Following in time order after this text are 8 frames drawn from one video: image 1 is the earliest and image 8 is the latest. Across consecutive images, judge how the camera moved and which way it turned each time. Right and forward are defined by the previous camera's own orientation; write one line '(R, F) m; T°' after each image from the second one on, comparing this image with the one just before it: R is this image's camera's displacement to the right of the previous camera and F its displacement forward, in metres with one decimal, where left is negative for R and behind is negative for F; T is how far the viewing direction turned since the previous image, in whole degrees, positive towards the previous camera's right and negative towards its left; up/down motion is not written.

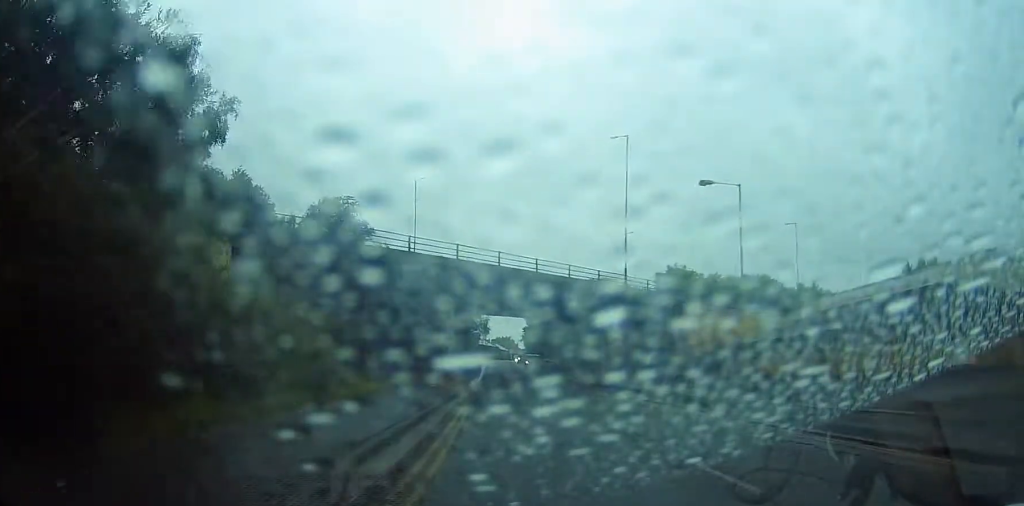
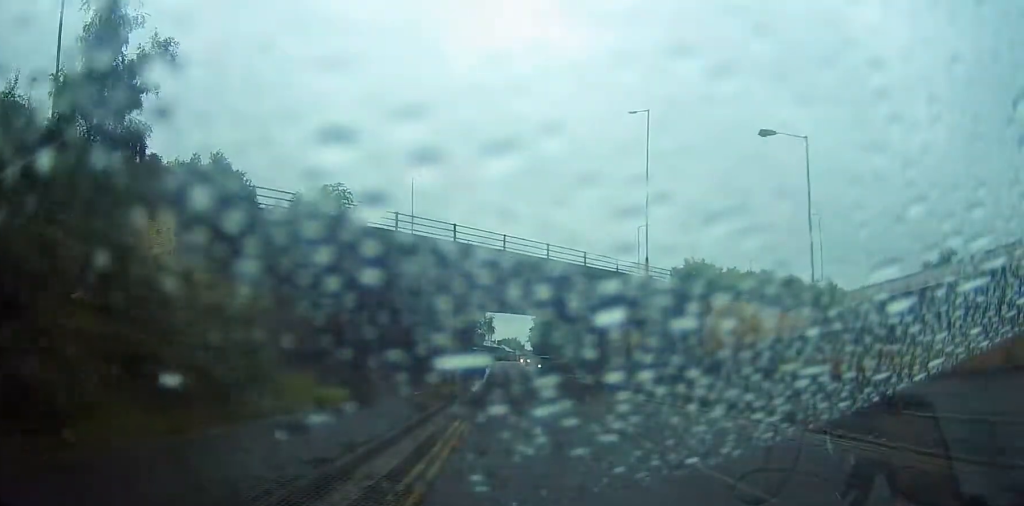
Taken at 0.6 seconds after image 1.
(0.0, +6.2) m; 0°
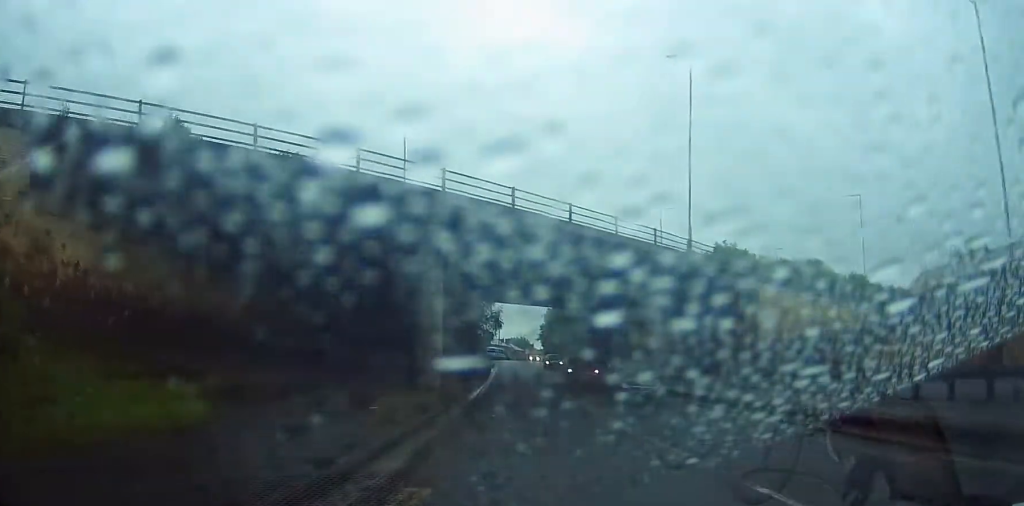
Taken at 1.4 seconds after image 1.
(+0.3, +9.4) m; -1°
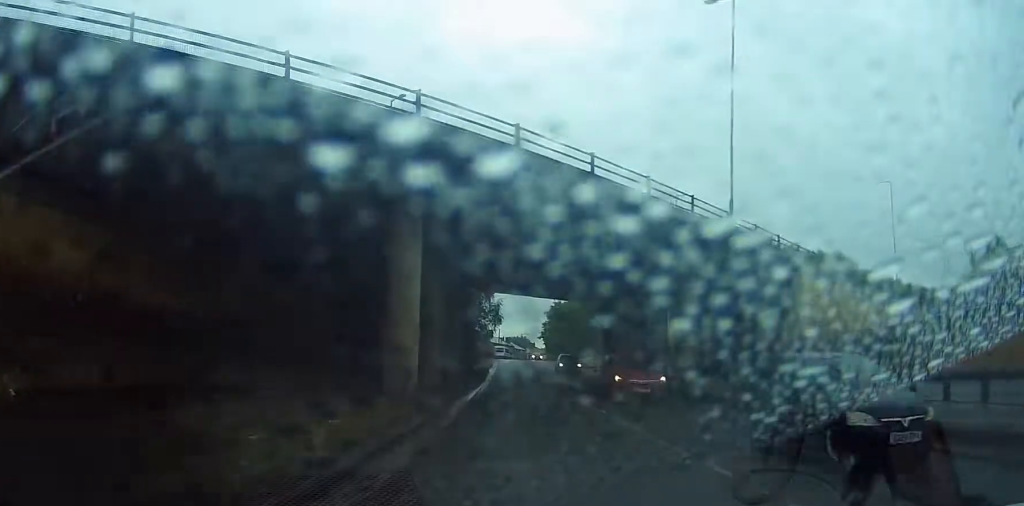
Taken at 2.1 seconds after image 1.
(-0.4, +6.9) m; -1°
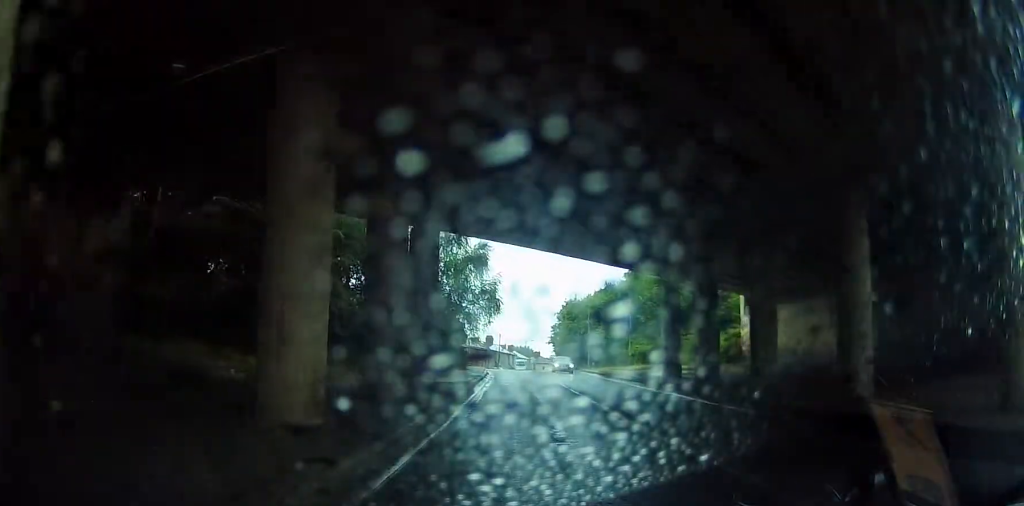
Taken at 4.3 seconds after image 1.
(+0.1, +23.8) m; +1°
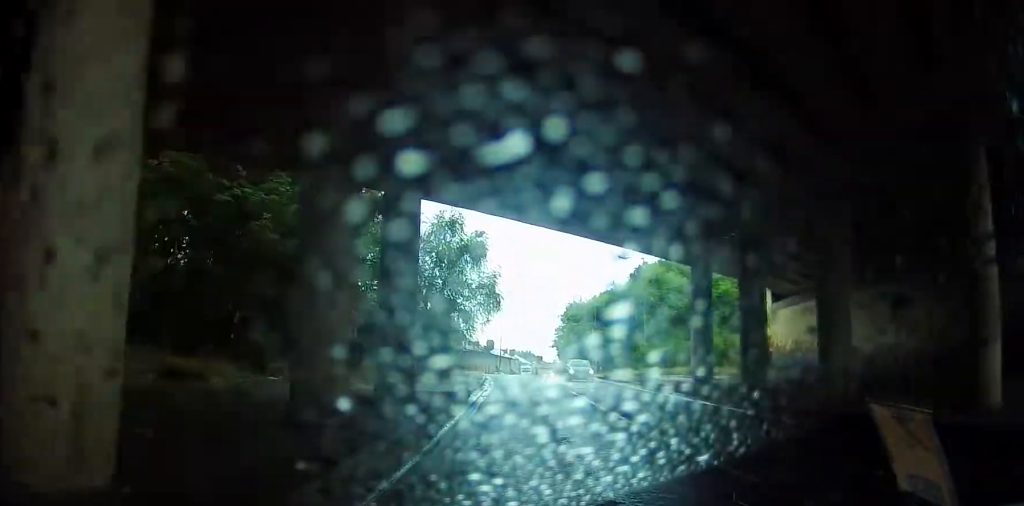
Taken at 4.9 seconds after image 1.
(0.0, +5.4) m; -1°
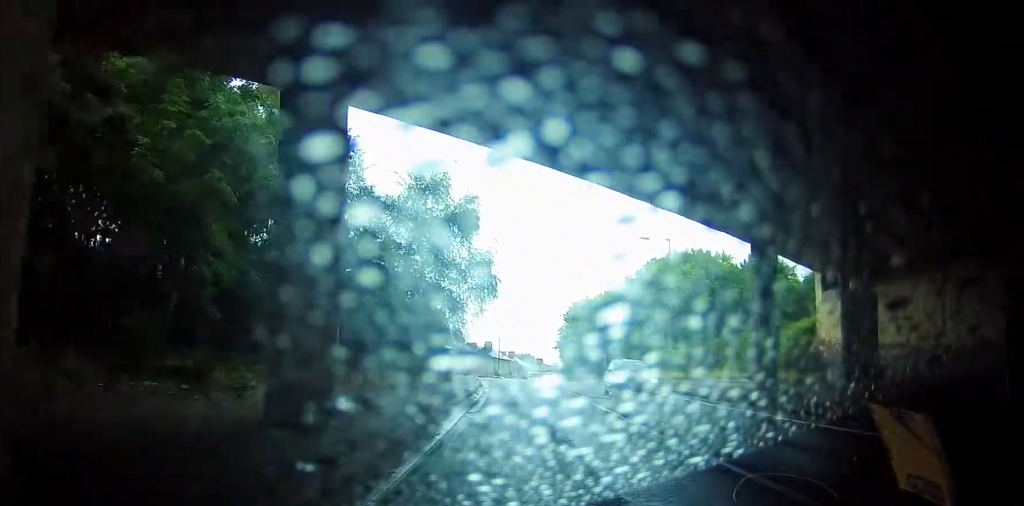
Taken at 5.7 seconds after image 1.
(0.0, +8.1) m; -2°
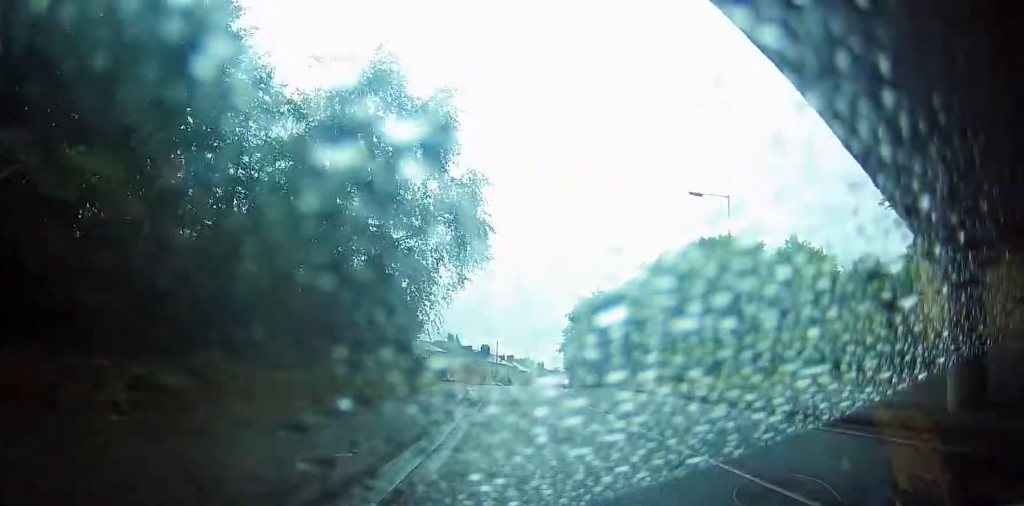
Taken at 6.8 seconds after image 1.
(-0.4, +11.2) m; +1°
